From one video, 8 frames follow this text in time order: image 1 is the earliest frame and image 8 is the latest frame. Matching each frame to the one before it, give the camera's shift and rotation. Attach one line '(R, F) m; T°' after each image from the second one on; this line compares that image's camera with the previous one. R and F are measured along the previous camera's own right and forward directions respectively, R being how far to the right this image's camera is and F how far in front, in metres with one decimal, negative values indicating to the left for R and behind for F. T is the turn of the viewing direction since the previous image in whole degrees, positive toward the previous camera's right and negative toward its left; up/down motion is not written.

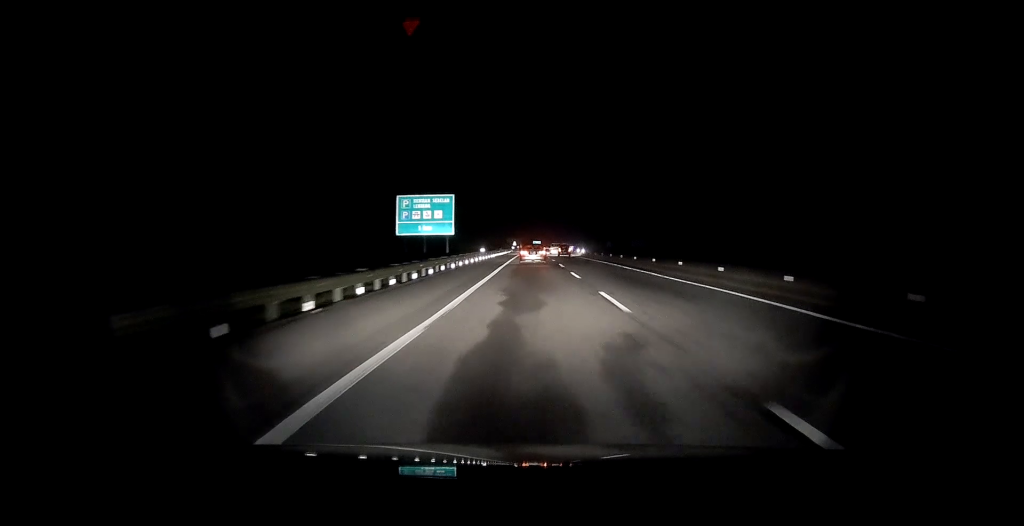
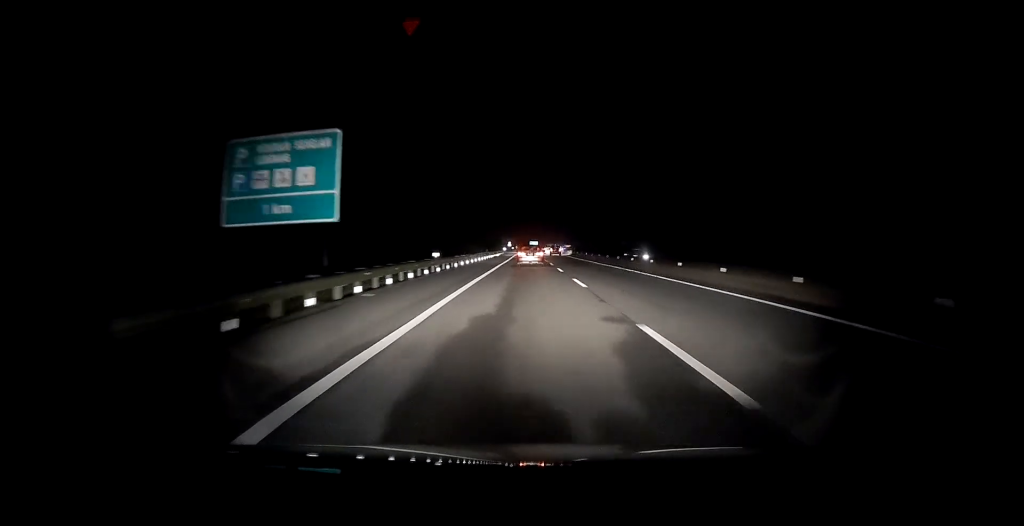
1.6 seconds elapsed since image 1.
(+0.3, +31.4) m; 0°
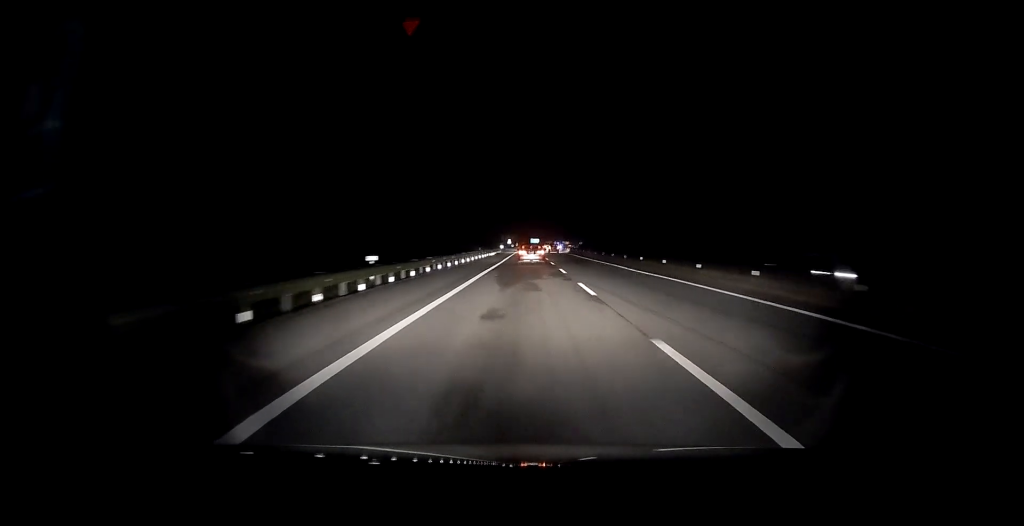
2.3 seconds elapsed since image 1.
(-0.1, +15.3) m; -1°
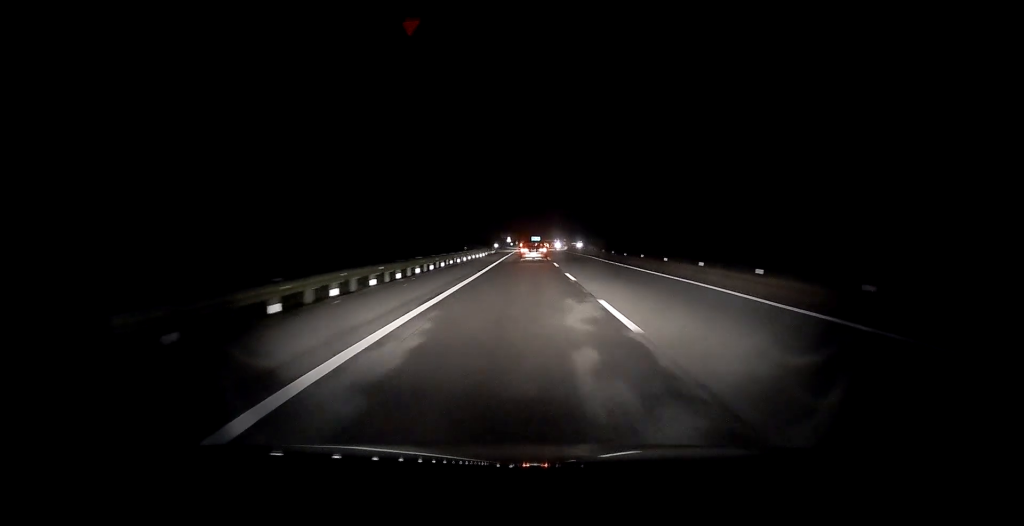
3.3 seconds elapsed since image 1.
(0.0, +18.6) m; +1°
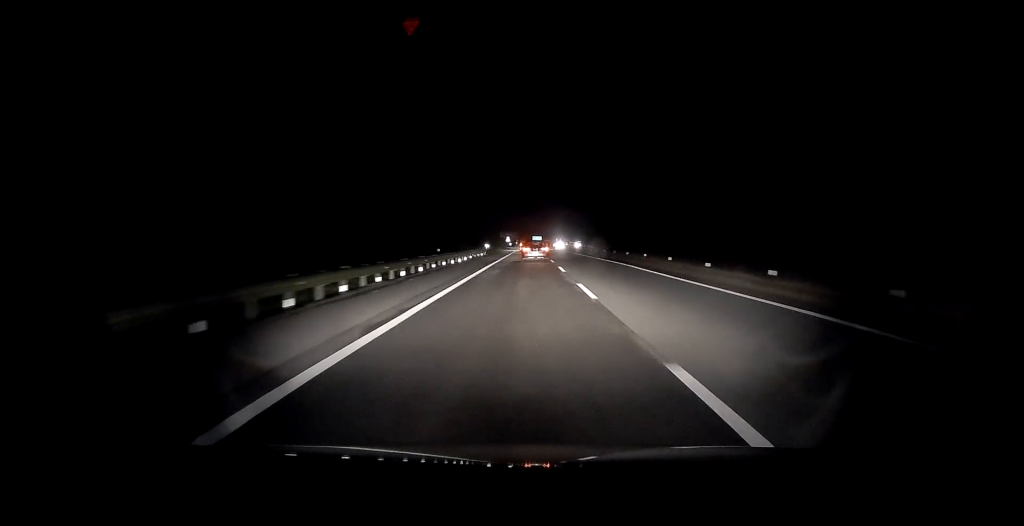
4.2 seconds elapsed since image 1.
(+0.3, +19.3) m; 0°
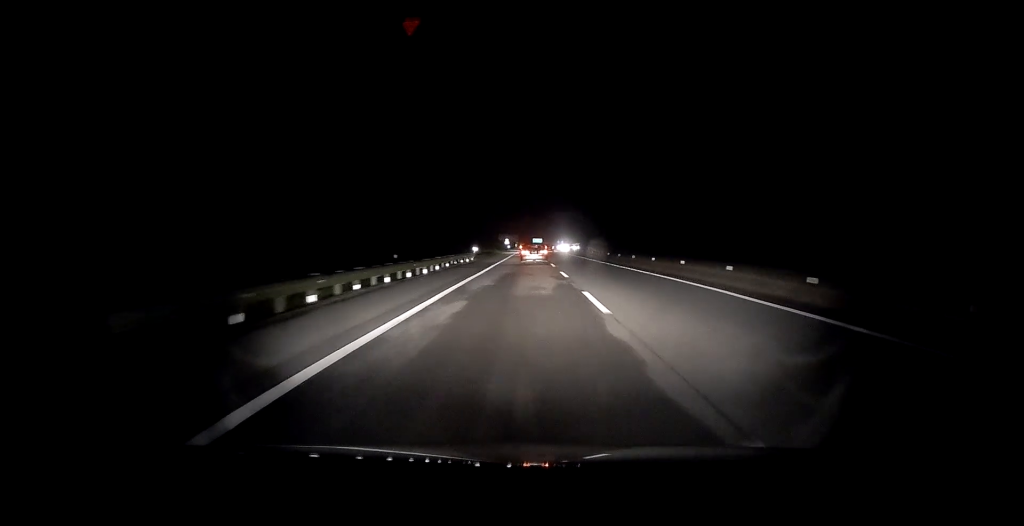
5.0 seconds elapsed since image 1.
(-0.2, +14.5) m; -1°
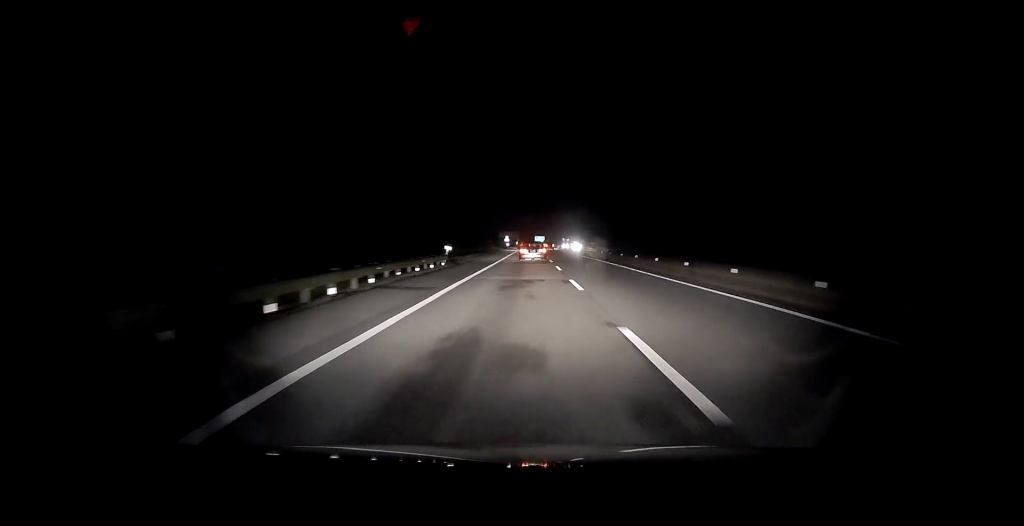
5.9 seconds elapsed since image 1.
(-0.1, +18.3) m; 0°
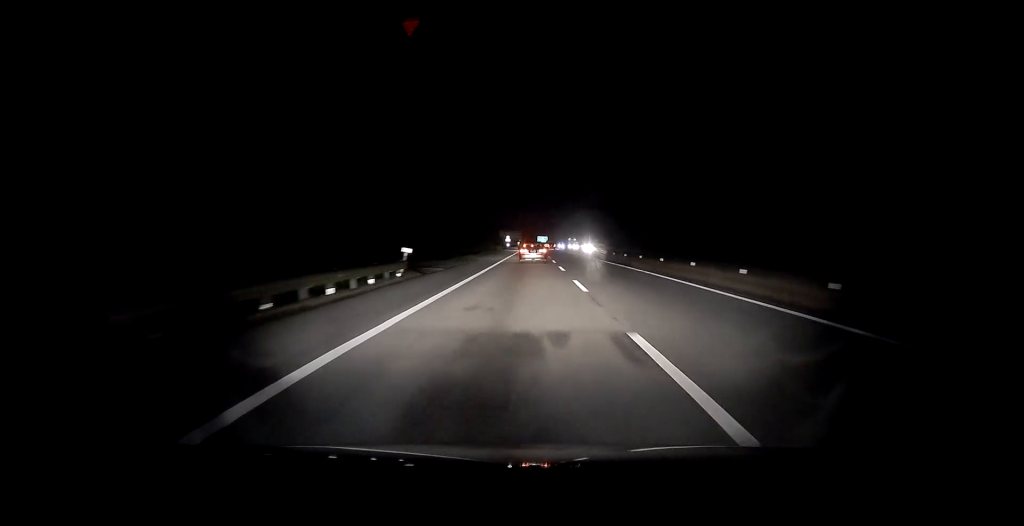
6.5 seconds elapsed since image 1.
(0.0, +12.4) m; 0°
